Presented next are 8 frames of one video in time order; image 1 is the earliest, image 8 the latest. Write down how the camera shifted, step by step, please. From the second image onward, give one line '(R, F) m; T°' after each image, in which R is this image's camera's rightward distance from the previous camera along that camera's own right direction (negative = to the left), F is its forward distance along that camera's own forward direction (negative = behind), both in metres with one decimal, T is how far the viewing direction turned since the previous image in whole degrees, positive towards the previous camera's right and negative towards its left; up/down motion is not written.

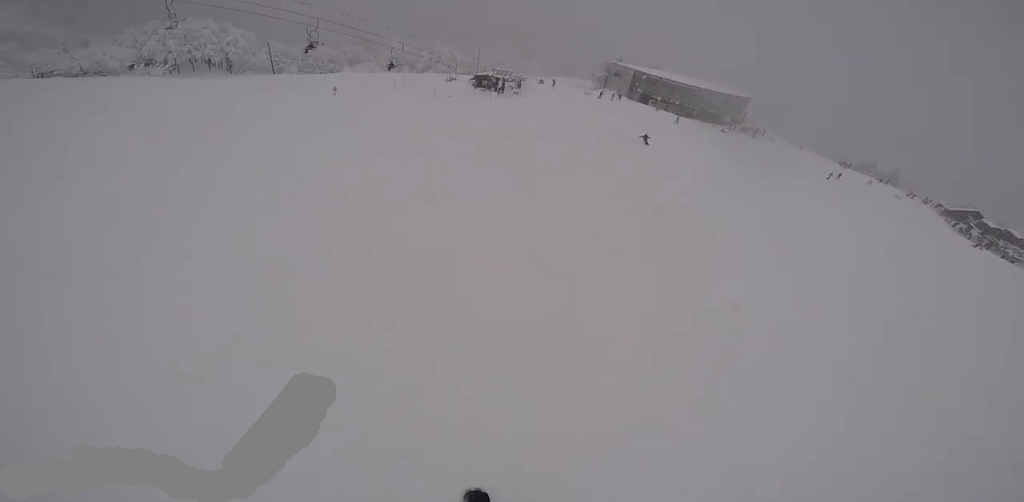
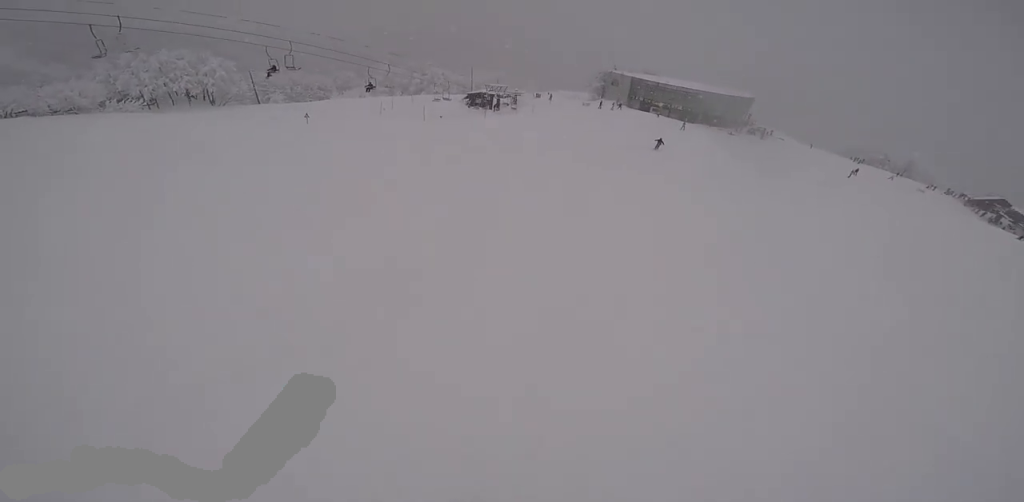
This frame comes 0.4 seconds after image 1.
(-0.3, +4.2) m; -1°
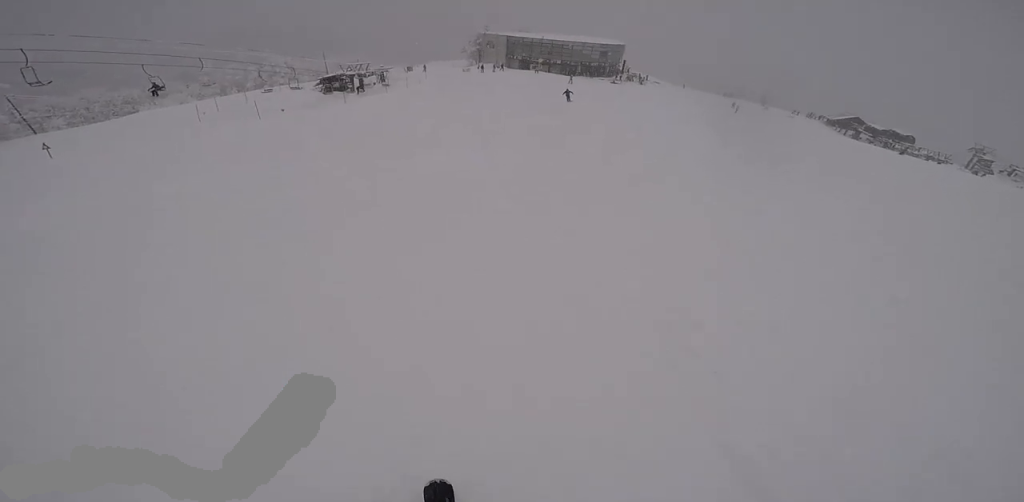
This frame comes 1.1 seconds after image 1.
(+0.2, +7.4) m; +8°
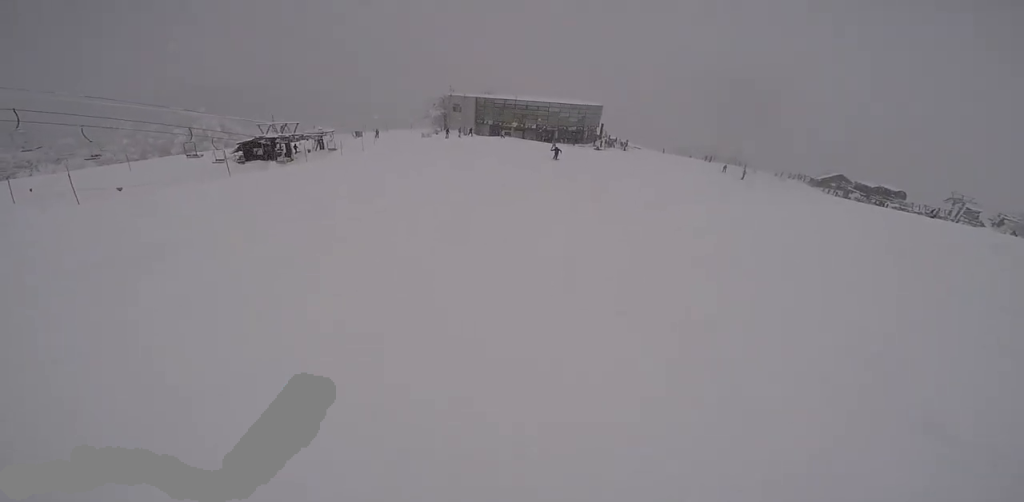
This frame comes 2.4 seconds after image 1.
(+2.1, +13.0) m; +5°
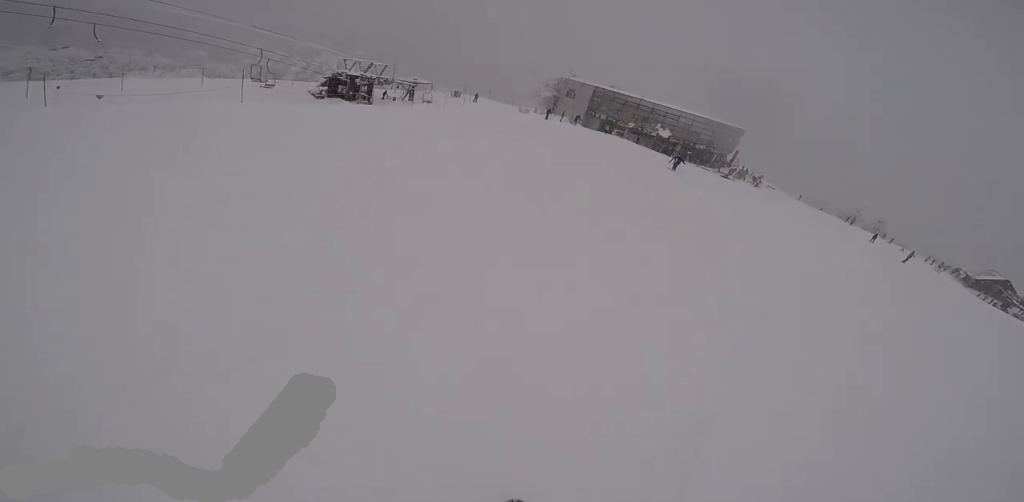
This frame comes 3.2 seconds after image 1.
(-1.0, +8.1) m; -10°
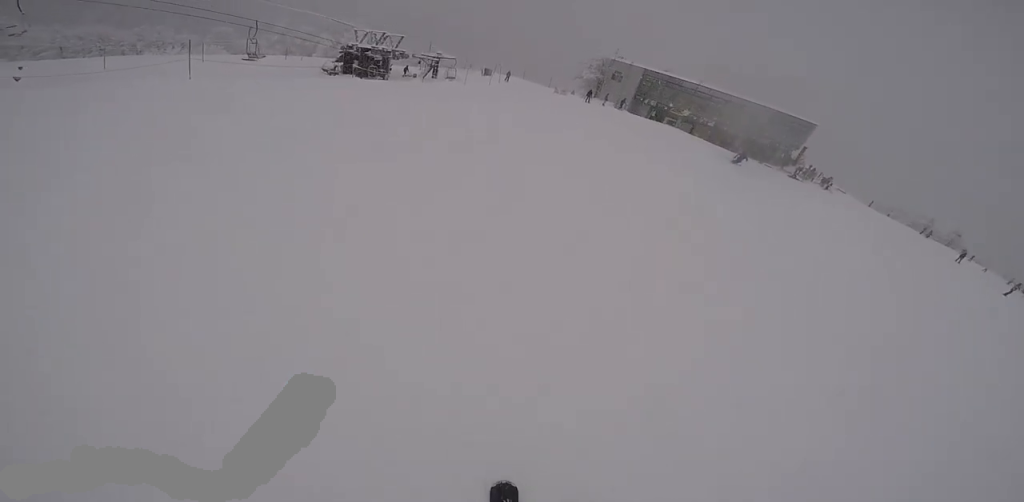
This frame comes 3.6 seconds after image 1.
(-0.3, +5.0) m; -6°
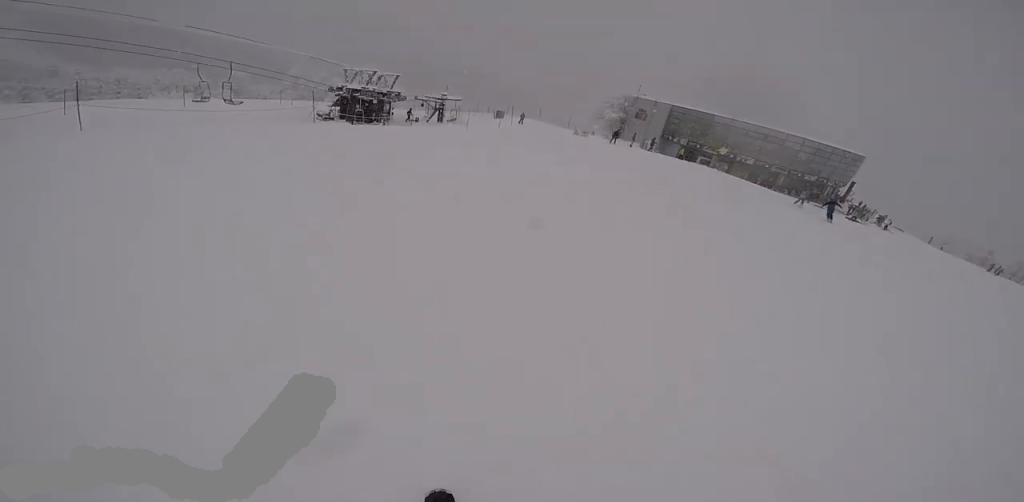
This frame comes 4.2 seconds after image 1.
(-0.5, +5.3) m; 0°
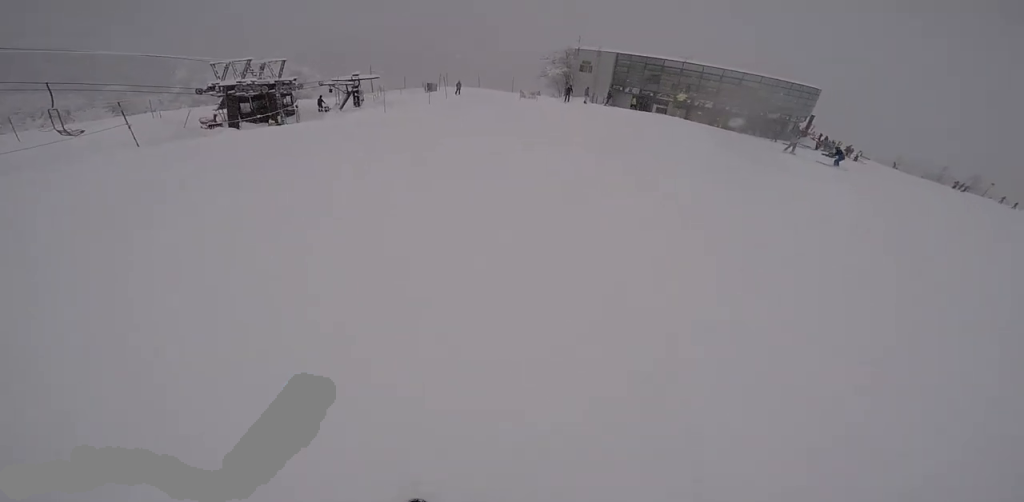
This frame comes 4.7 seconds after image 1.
(-0.2, +4.8) m; 0°
